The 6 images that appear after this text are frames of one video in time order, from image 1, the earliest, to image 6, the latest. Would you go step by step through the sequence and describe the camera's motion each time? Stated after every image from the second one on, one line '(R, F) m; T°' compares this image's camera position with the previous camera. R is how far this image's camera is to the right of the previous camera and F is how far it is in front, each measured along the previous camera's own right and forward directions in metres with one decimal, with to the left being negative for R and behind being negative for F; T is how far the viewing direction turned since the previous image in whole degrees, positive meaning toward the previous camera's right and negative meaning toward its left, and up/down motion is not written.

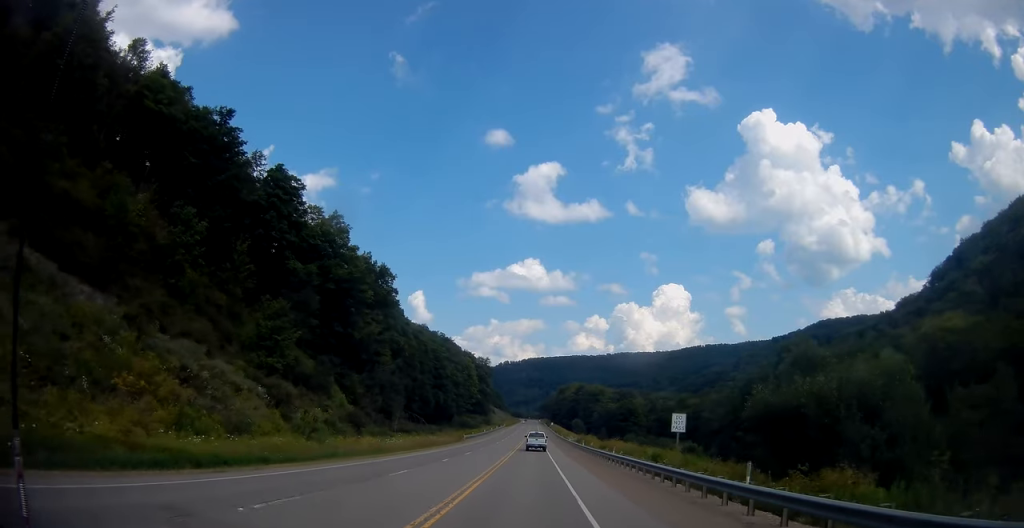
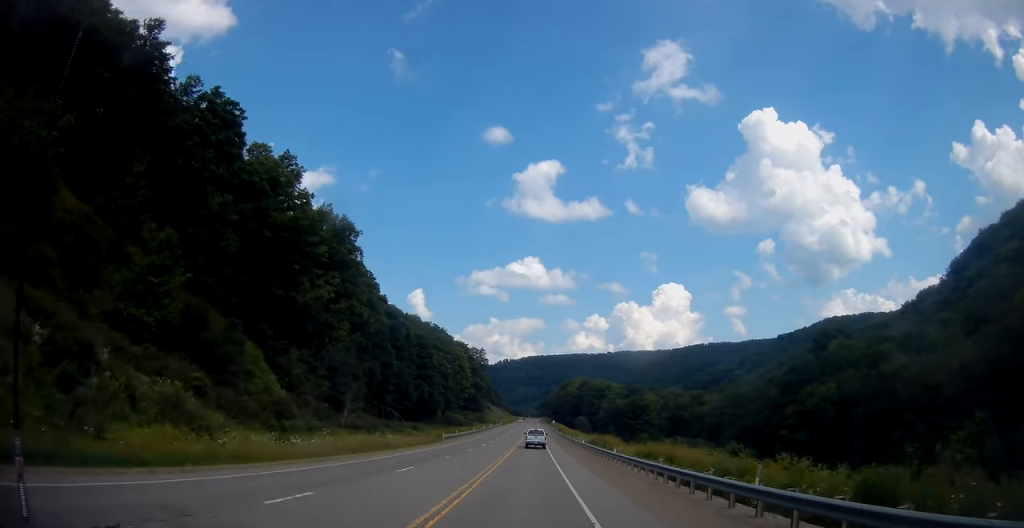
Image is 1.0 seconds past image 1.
(+0.3, +23.3) m; 0°
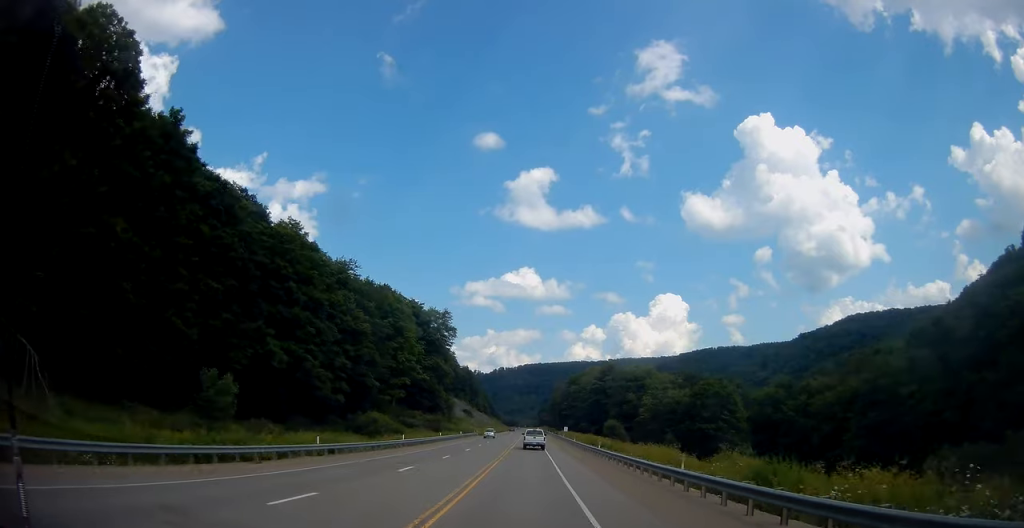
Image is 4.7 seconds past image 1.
(-0.2, +85.6) m; 0°
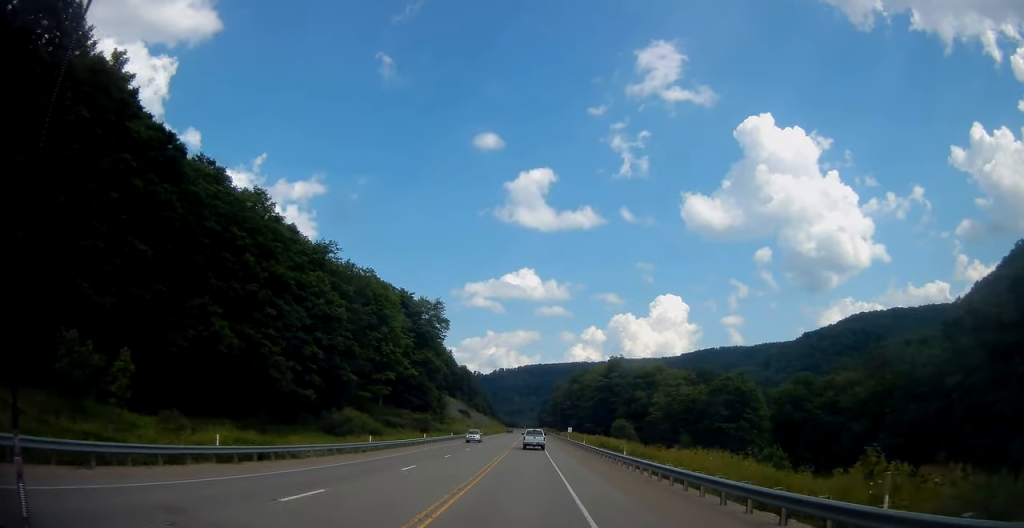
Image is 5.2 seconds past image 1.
(0.0, +11.5) m; 0°
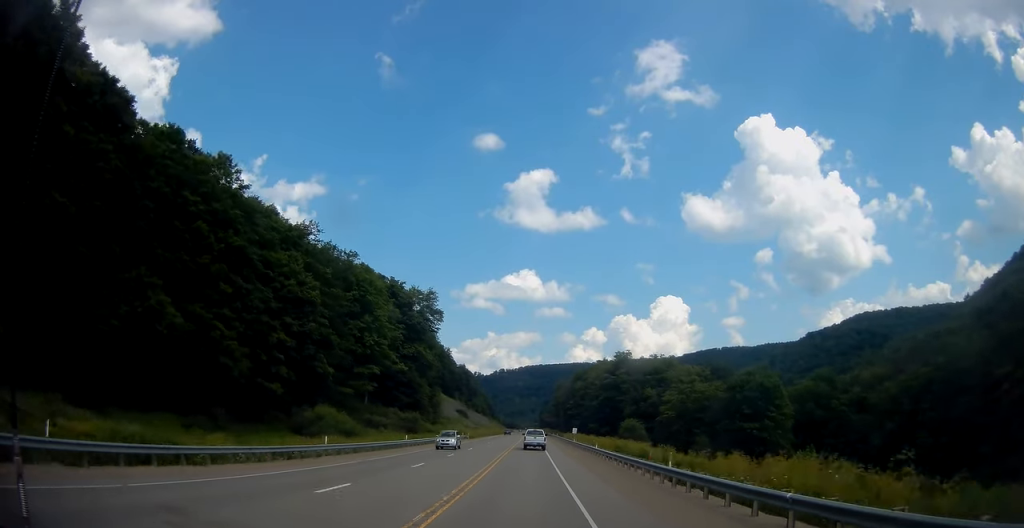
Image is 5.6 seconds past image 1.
(-0.1, +9.9) m; 0°
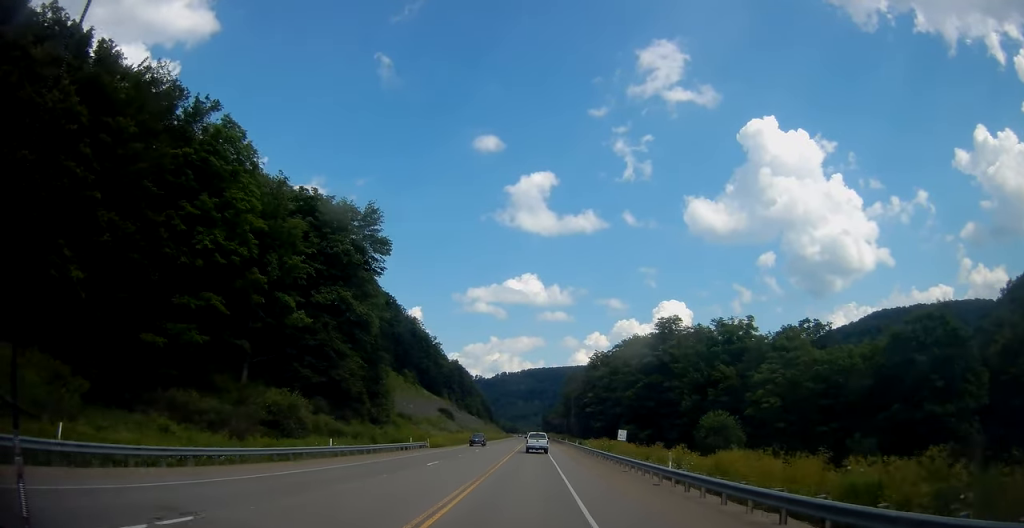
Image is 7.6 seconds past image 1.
(+0.1, +45.3) m; 0°
